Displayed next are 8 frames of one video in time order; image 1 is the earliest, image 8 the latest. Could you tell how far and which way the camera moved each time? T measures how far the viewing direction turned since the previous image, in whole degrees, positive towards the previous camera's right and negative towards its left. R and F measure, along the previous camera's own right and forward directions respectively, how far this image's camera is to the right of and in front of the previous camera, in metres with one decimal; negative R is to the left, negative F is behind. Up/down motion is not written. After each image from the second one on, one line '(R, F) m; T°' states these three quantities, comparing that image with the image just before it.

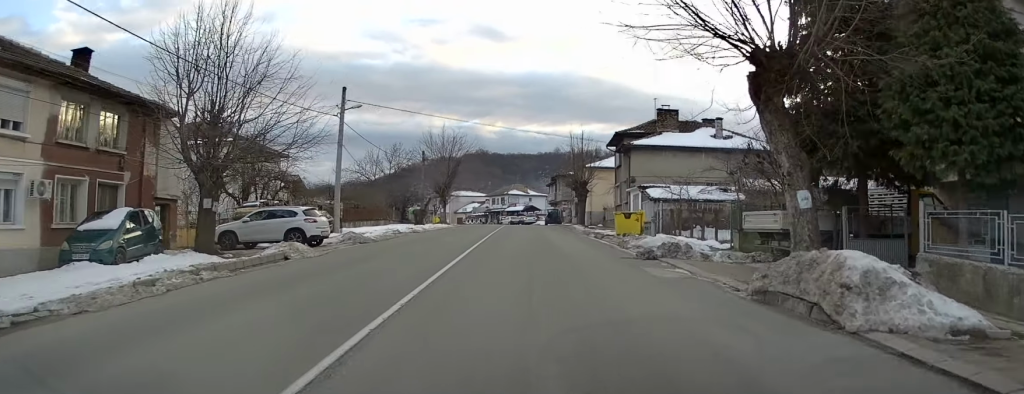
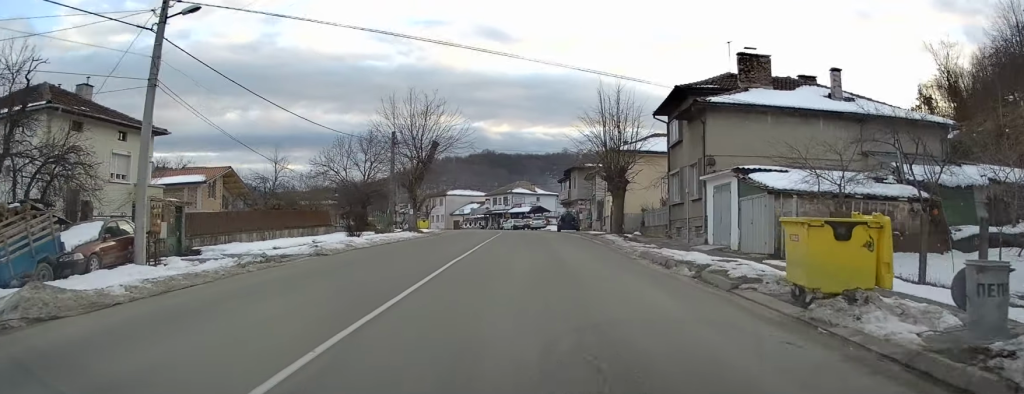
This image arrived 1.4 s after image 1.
(0.0, +18.5) m; 0°
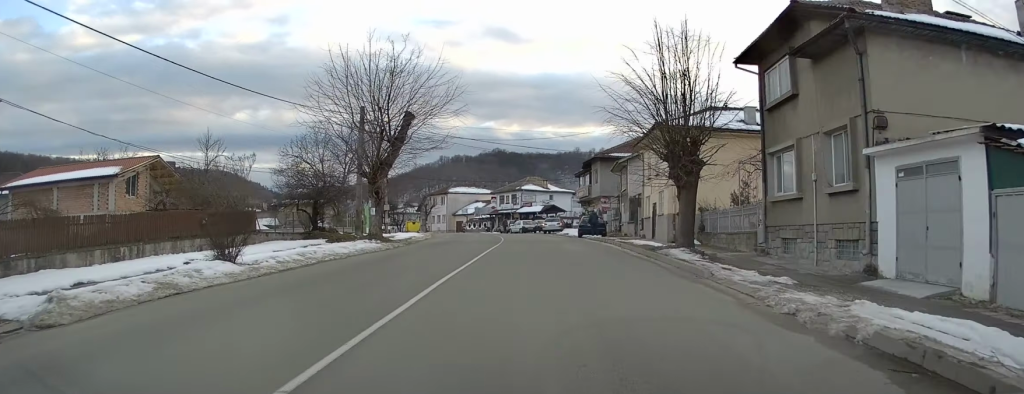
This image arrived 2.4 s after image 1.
(-0.1, +13.0) m; -1°
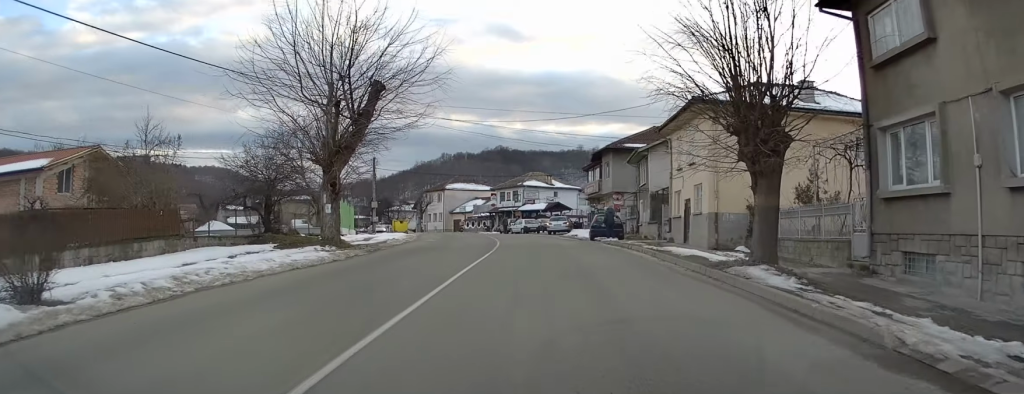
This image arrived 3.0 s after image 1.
(0.0, +7.1) m; -1°
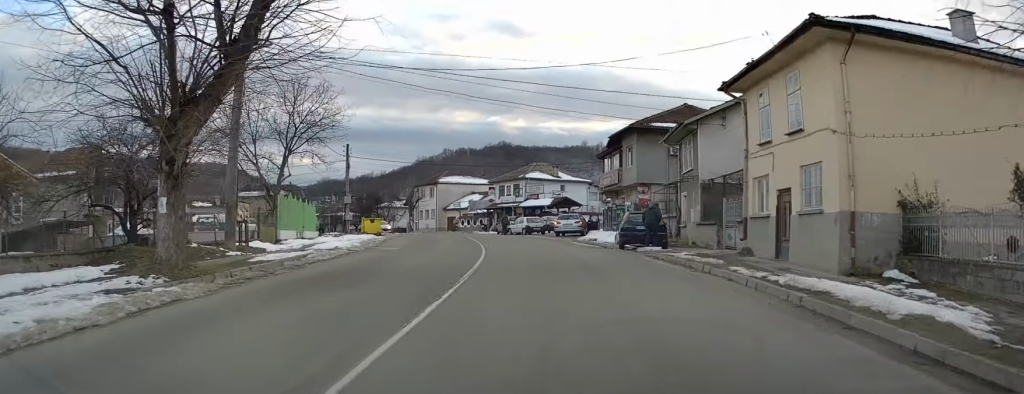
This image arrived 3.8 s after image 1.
(-0.1, +10.9) m; -2°
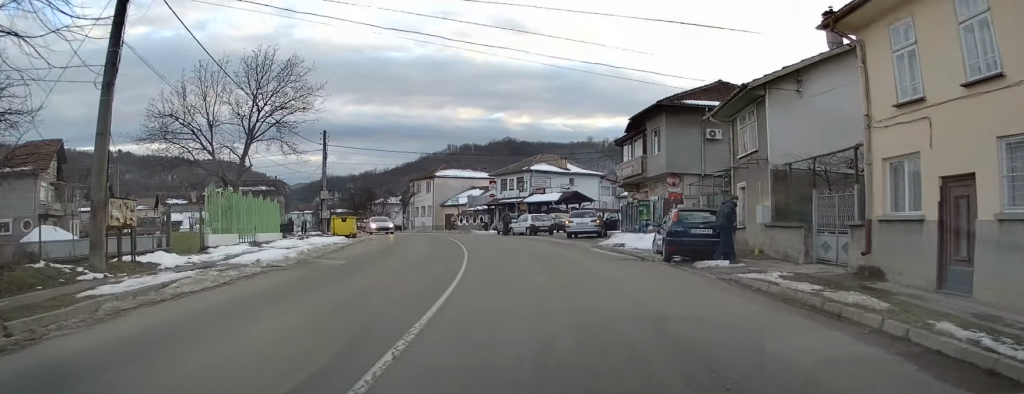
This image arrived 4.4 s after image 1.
(-0.1, +7.8) m; -1°
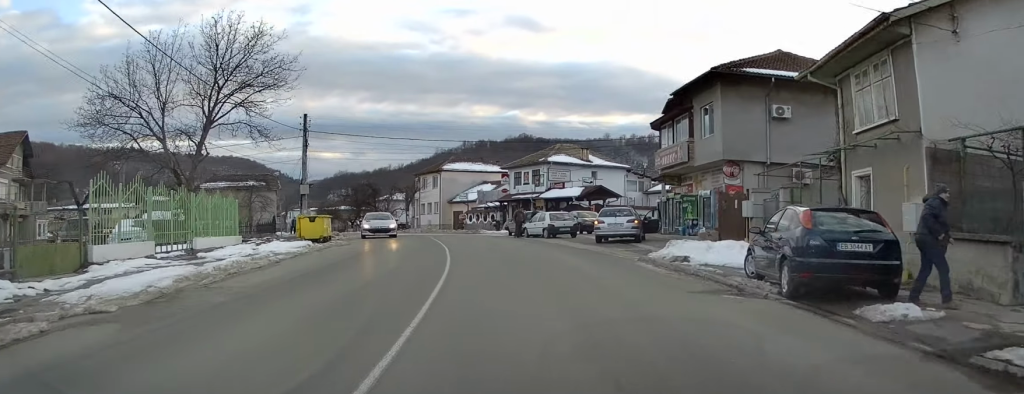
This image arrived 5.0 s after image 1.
(-0.1, +7.7) m; -2°
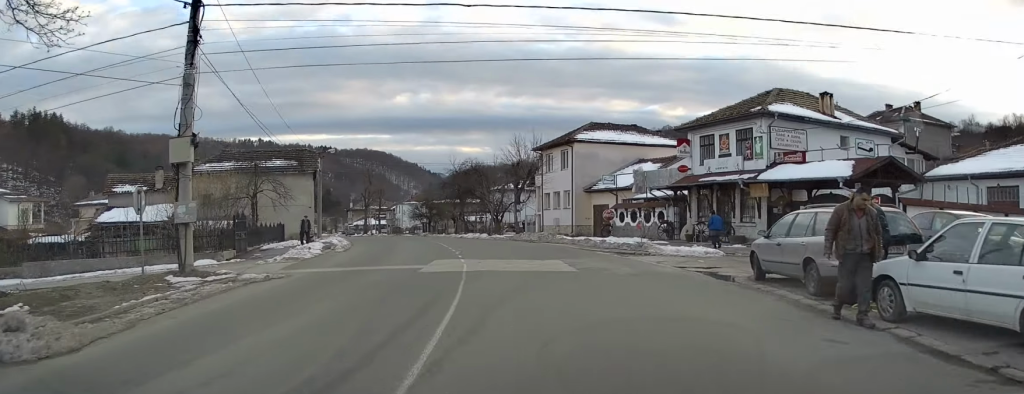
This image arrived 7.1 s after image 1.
(-2.0, +27.2) m; -10°
